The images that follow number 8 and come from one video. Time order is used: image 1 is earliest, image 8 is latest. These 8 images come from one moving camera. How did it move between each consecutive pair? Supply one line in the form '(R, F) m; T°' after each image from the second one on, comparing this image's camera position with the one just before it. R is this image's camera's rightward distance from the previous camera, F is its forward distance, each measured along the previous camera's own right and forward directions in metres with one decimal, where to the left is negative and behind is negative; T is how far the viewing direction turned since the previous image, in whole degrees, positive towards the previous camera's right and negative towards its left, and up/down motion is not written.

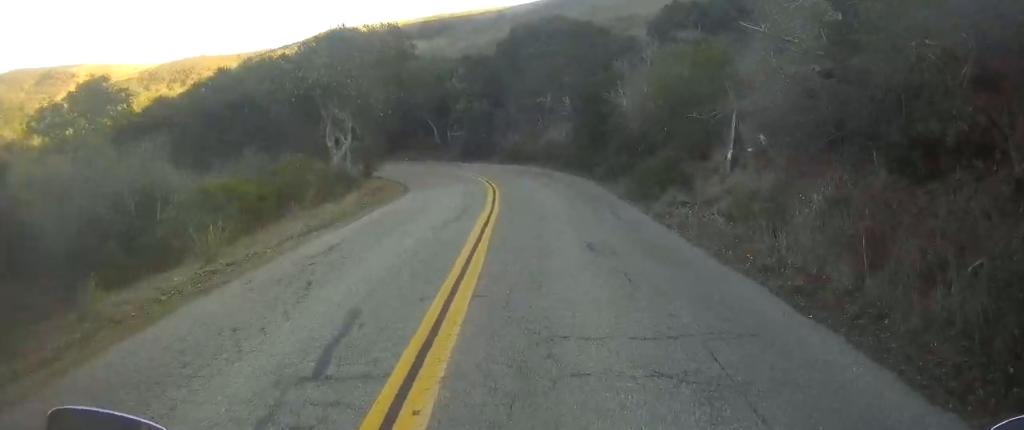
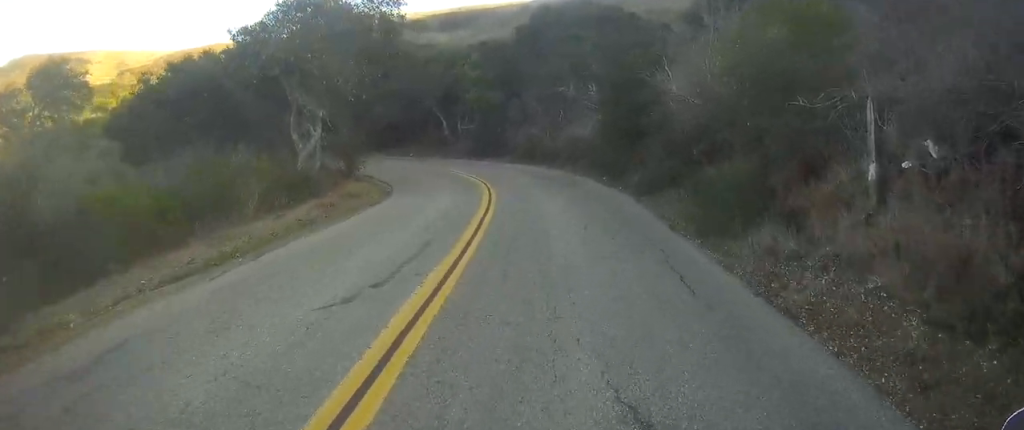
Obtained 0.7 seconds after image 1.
(+0.2, +6.9) m; -1°
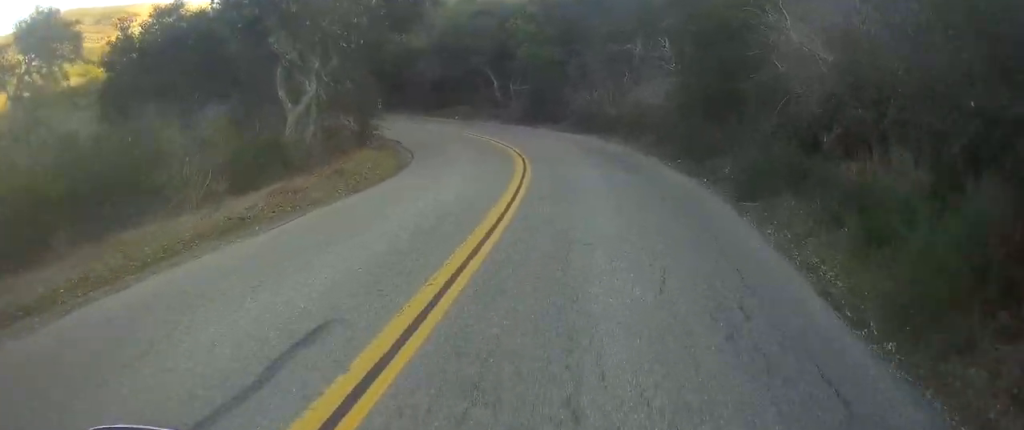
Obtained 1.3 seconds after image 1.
(-0.2, +6.3) m; -4°
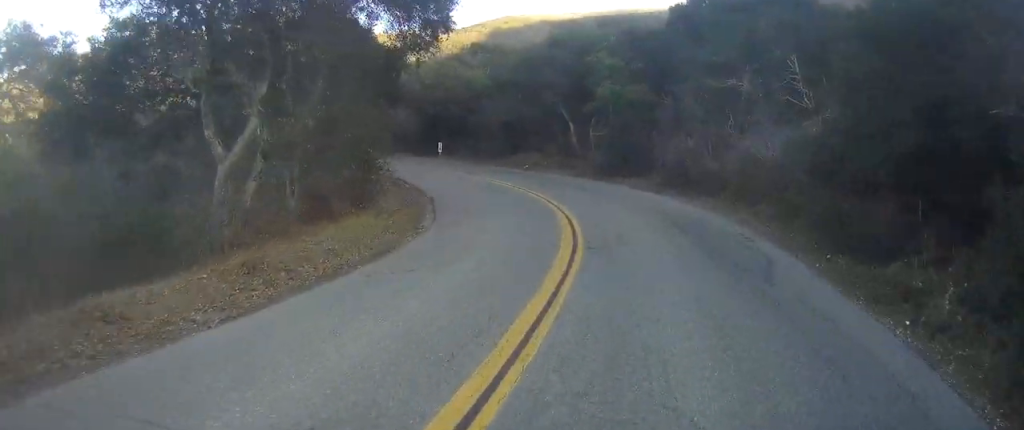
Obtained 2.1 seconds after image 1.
(-0.4, +8.2) m; -6°
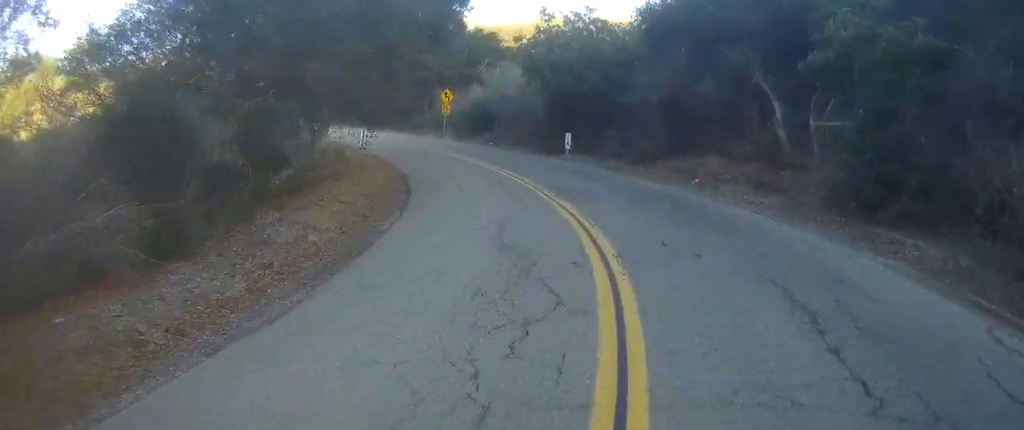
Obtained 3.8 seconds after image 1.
(-2.8, +19.3) m; -18°
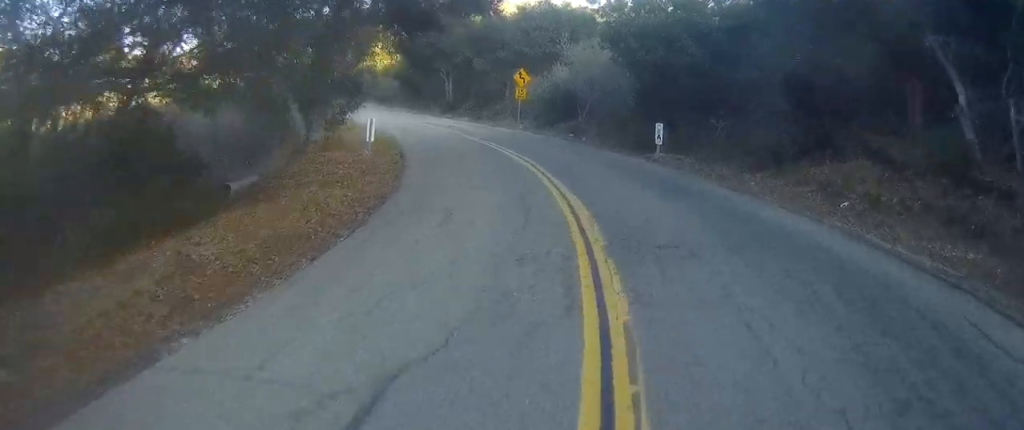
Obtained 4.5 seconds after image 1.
(-0.8, +8.3) m; -6°
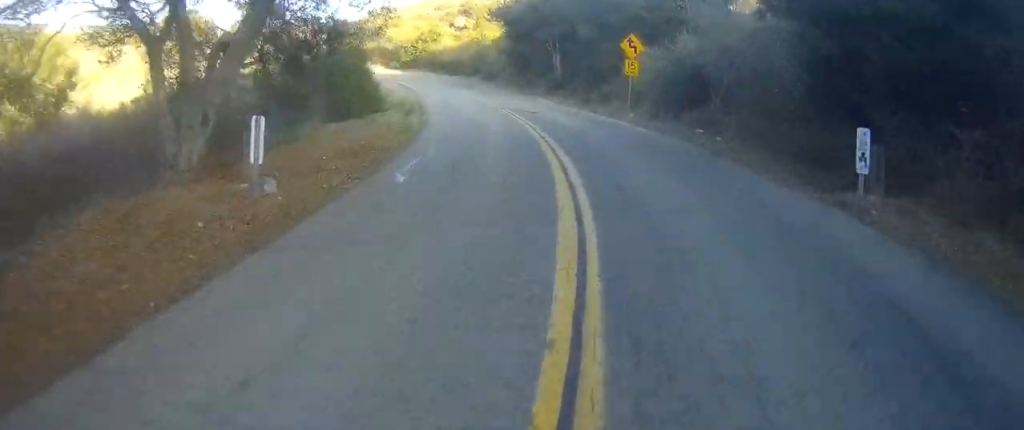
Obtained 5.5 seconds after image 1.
(-0.3, +11.5) m; -10°
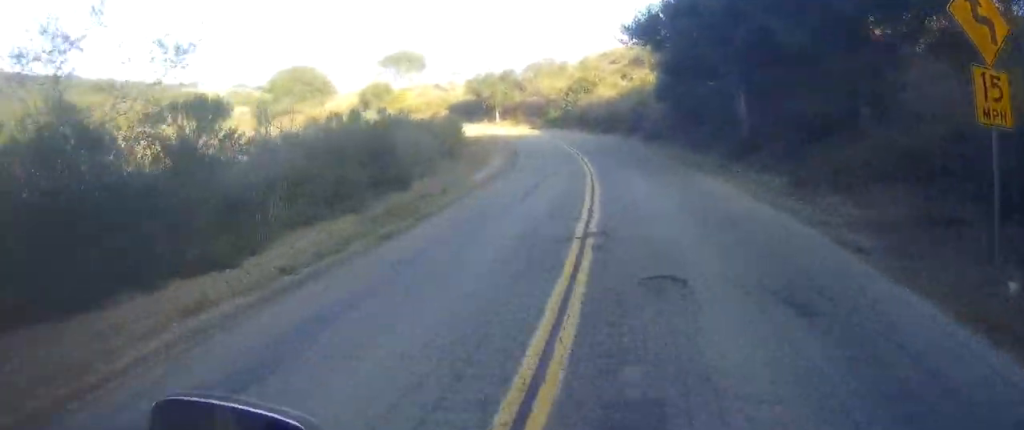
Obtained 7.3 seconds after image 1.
(-4.7, +19.6) m; -20°
